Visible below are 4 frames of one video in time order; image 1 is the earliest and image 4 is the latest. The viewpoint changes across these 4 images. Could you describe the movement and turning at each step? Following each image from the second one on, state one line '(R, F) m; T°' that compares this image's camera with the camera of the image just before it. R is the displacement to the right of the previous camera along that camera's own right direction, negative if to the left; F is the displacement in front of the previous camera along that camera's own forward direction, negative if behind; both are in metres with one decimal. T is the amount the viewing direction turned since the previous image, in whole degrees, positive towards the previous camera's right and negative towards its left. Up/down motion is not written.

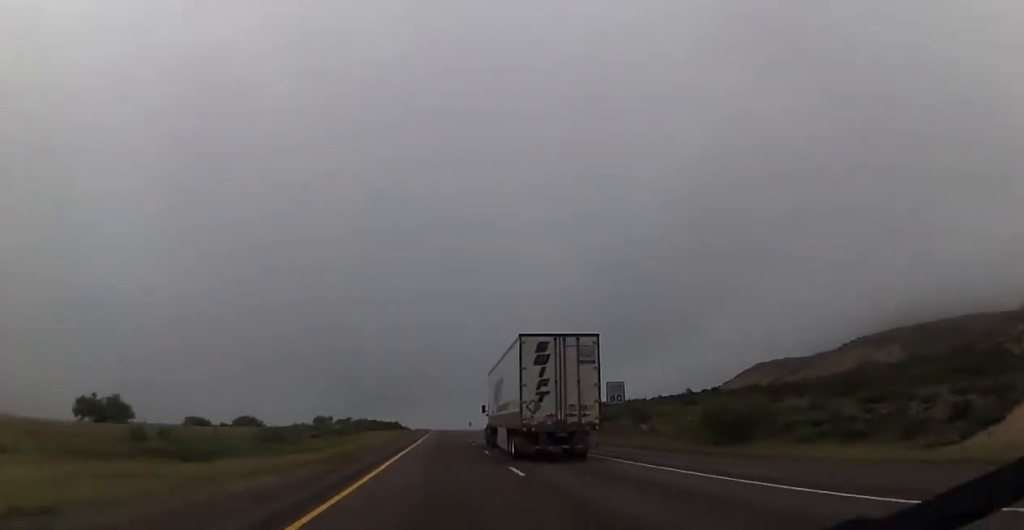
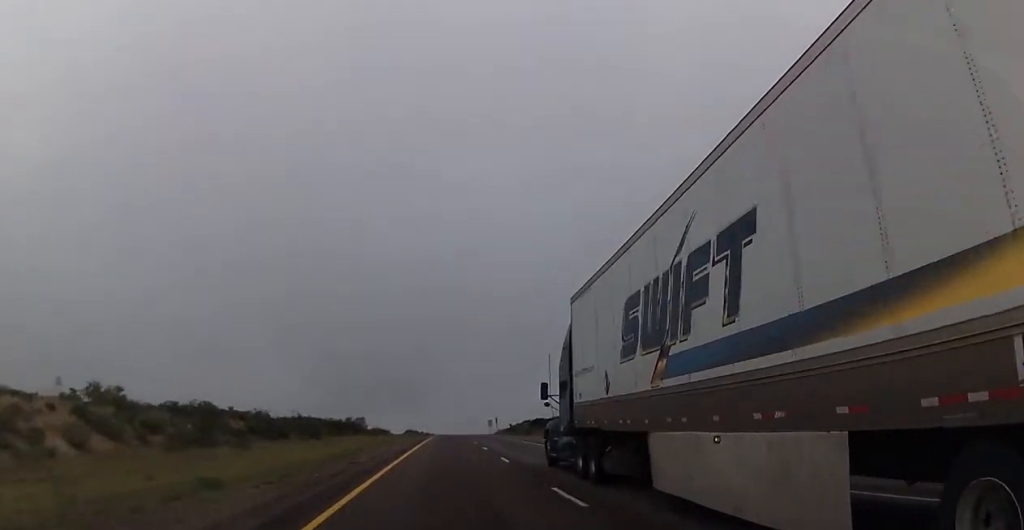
(+1.3, +115.8) m; 0°
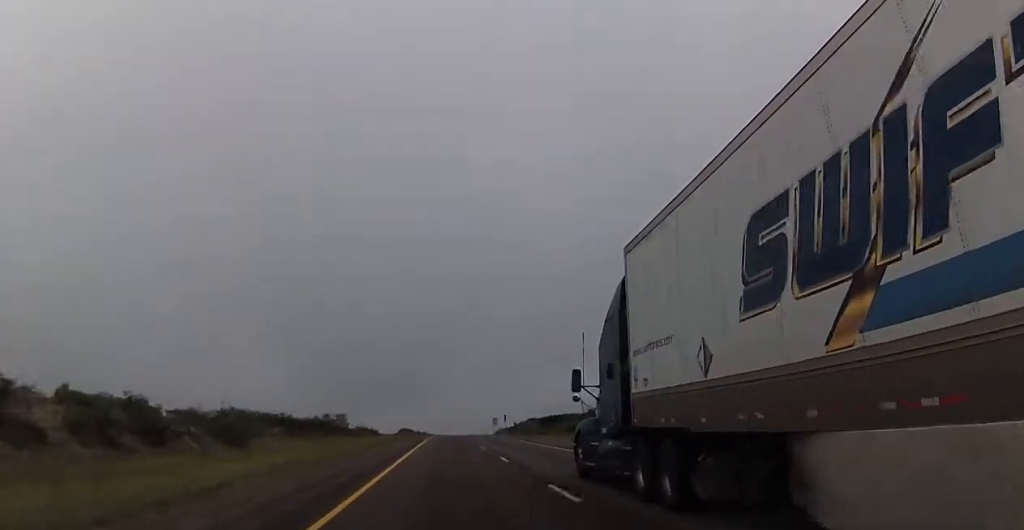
(-0.4, +22.5) m; 0°
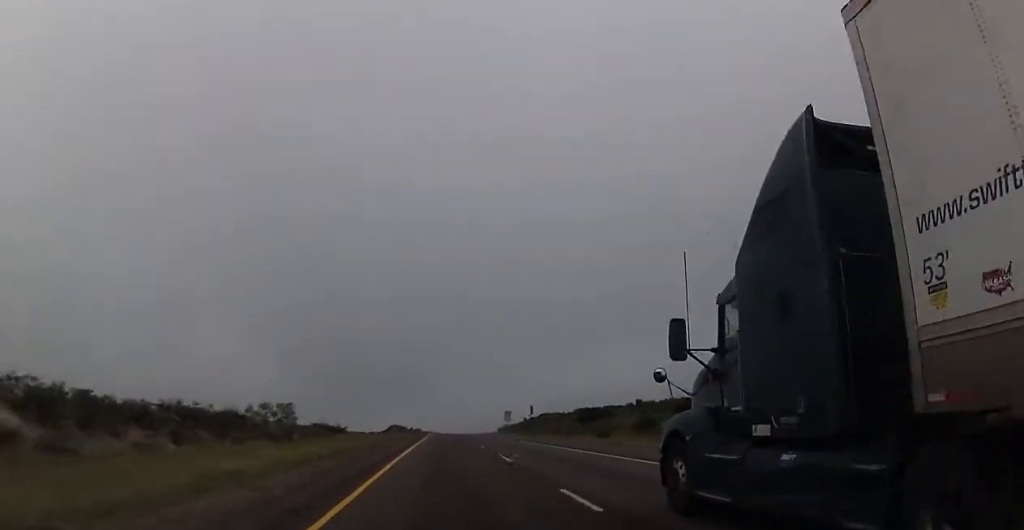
(+0.2, +38.2) m; +1°
